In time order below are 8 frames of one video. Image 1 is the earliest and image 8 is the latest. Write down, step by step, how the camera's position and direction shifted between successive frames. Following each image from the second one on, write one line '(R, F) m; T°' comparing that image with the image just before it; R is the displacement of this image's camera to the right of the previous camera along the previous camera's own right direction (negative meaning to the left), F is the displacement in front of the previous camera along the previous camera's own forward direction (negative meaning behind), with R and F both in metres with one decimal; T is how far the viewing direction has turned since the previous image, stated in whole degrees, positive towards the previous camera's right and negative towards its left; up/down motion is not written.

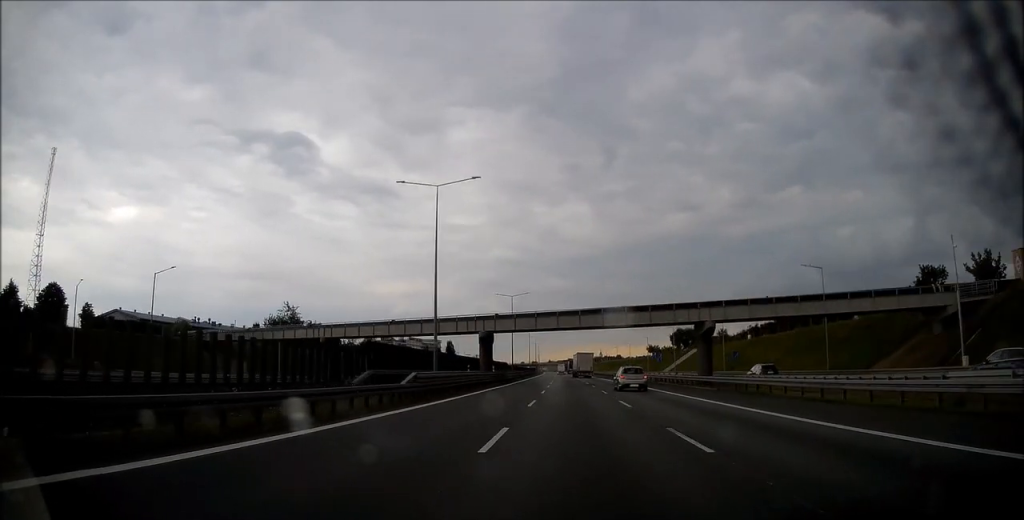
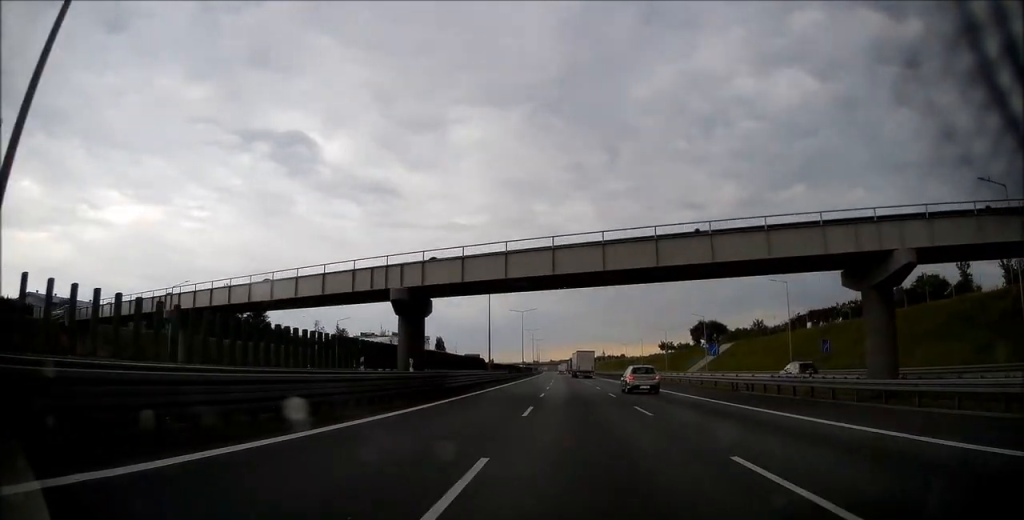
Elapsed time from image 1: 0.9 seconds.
(-0.4, +28.7) m; 0°
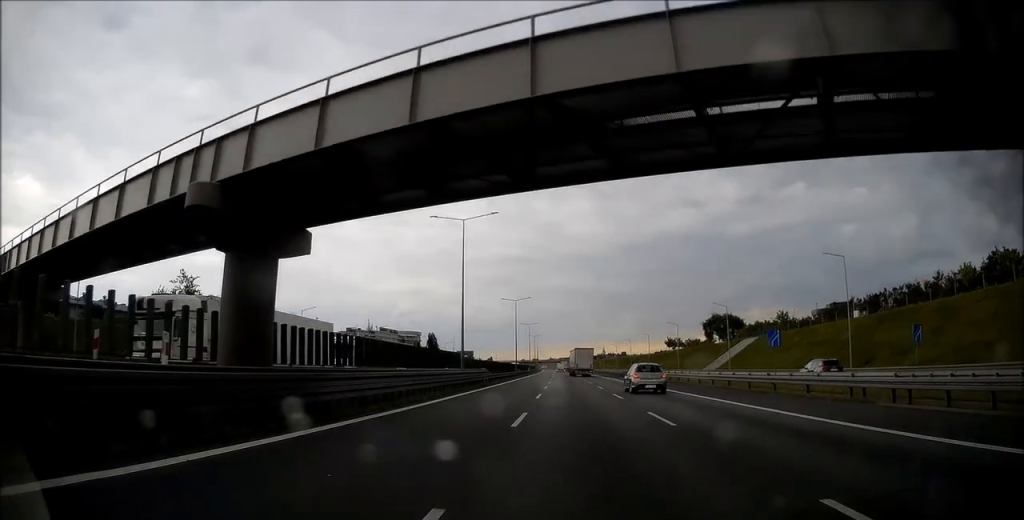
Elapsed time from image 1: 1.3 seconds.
(+0.1, +15.4) m; 0°
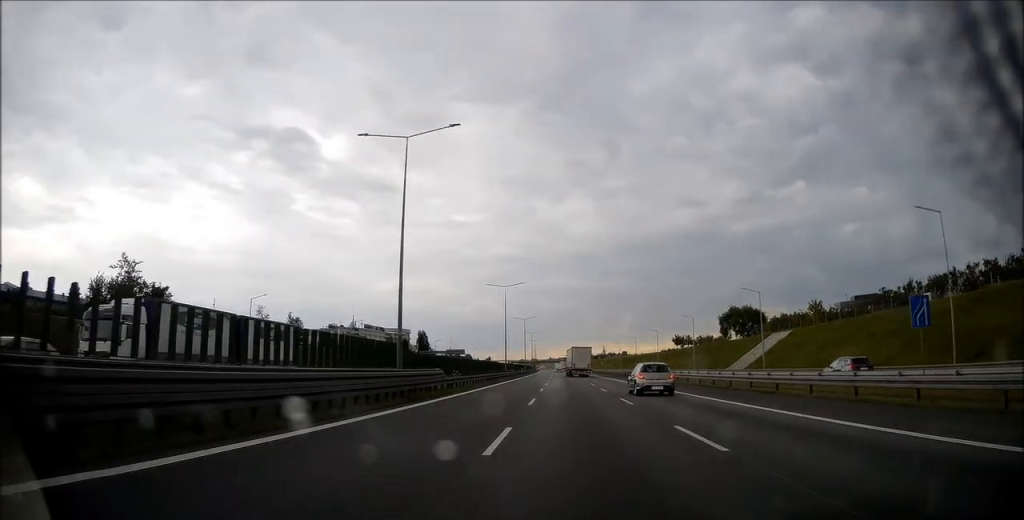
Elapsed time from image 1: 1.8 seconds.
(+0.2, +16.5) m; 0°
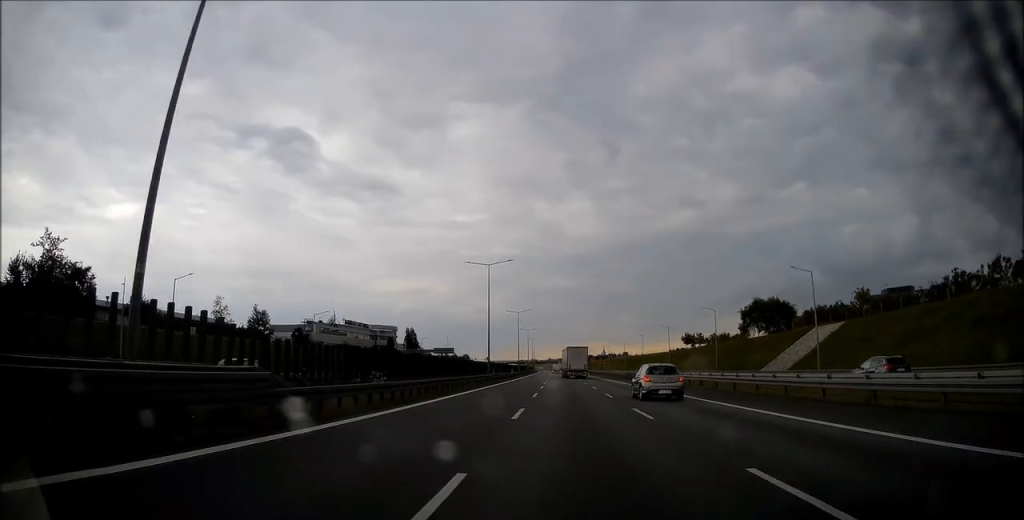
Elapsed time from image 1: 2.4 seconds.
(0.0, +17.5) m; 0°
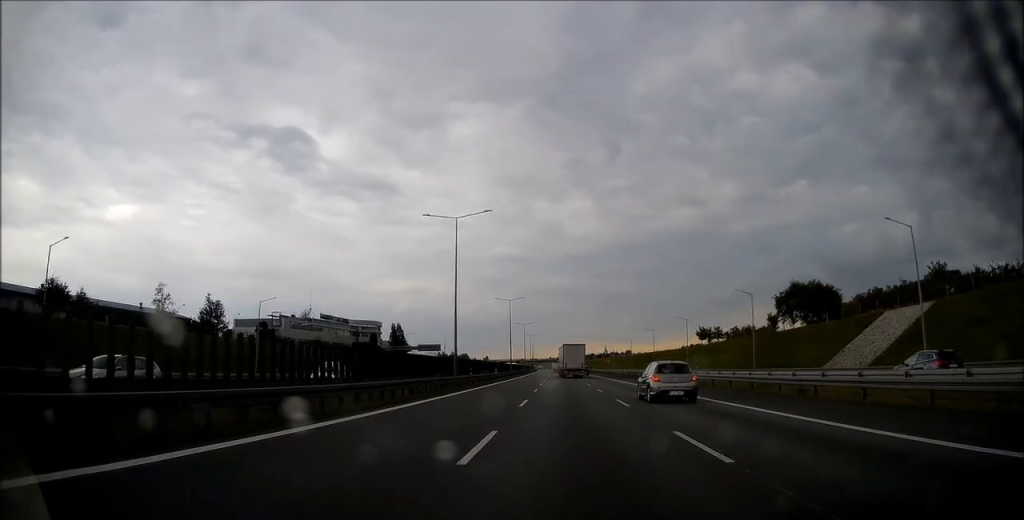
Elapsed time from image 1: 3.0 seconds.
(+0.1, +19.6) m; 0°
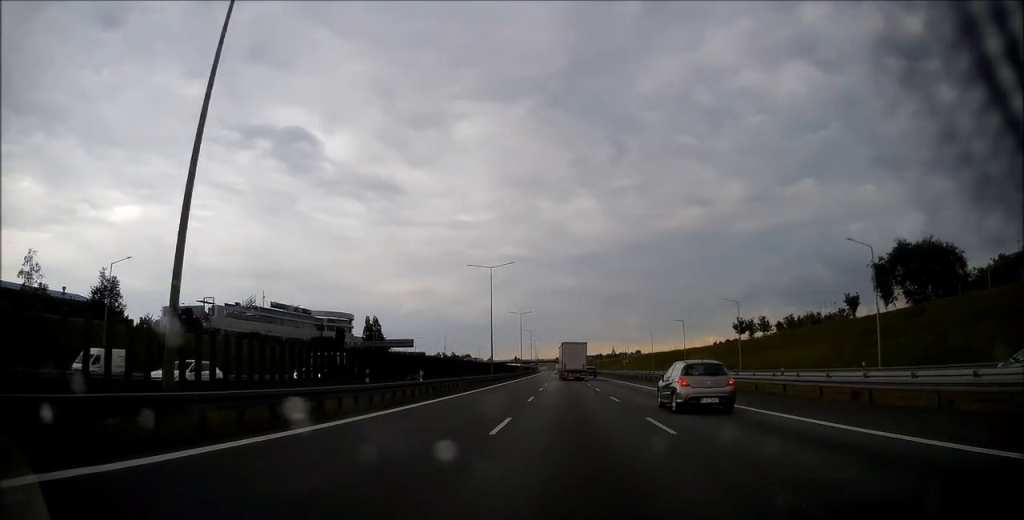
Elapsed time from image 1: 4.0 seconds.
(-0.4, +32.4) m; 0°
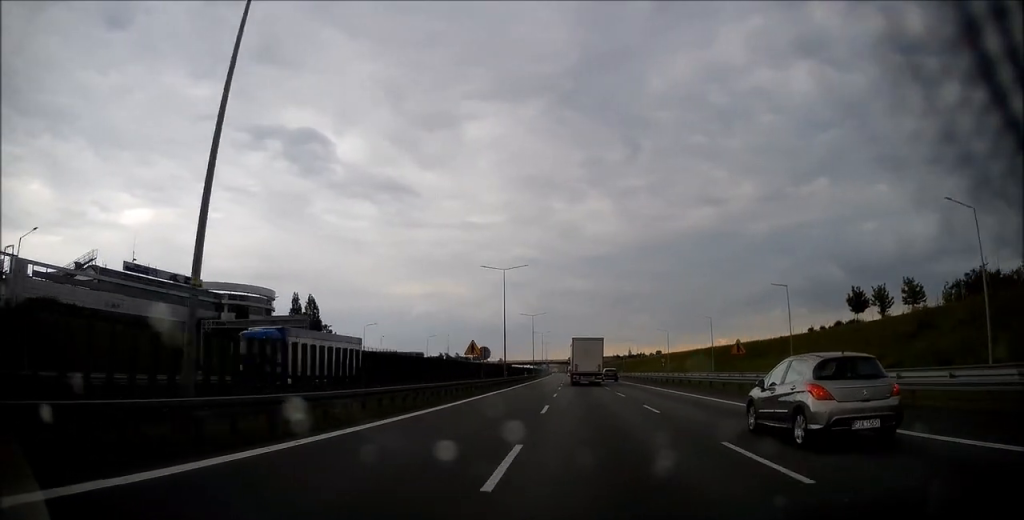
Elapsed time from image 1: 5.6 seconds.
(-0.5, +53.8) m; -1°
